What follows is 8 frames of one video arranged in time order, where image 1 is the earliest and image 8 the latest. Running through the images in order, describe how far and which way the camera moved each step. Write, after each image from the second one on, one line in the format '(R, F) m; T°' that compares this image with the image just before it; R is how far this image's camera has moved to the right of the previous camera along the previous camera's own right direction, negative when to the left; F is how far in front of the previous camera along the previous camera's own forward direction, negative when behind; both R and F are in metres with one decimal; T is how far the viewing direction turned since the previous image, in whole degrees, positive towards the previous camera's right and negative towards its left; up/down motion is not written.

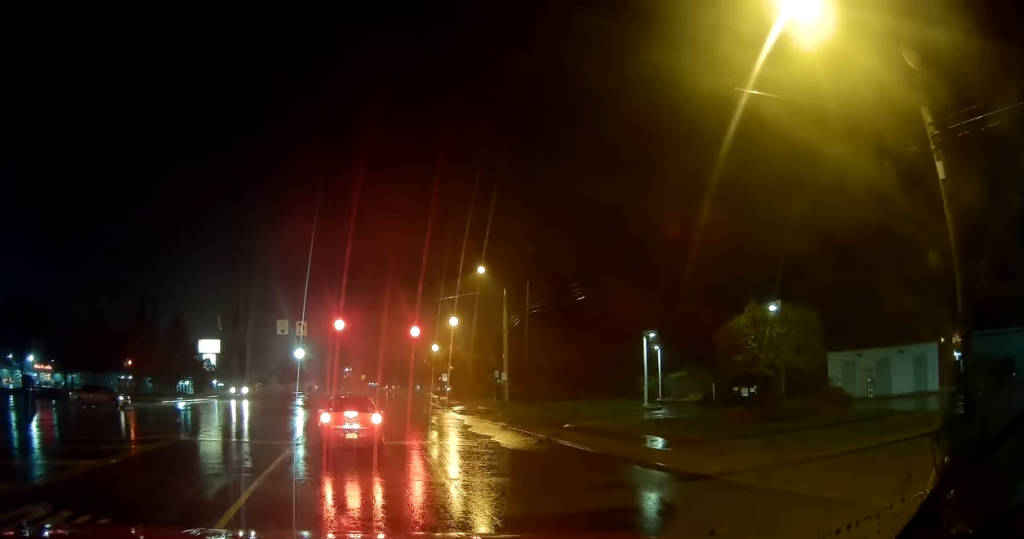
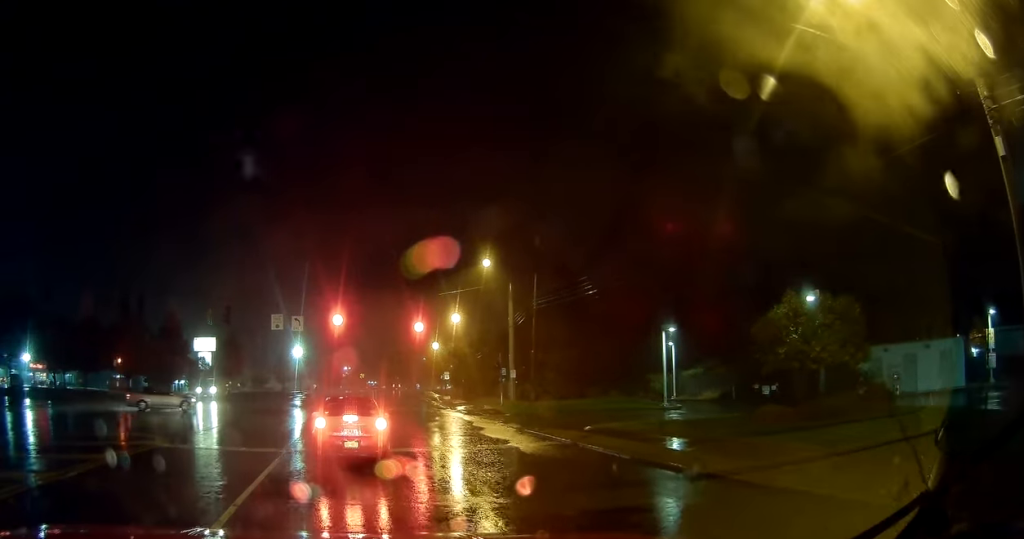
(-0.1, +2.4) m; +2°
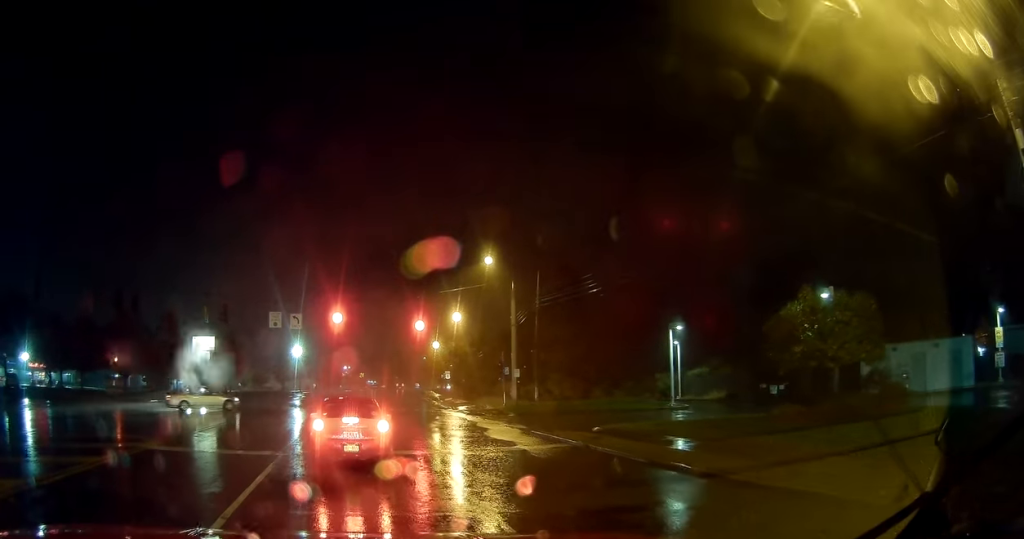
(0.0, +0.8) m; +3°
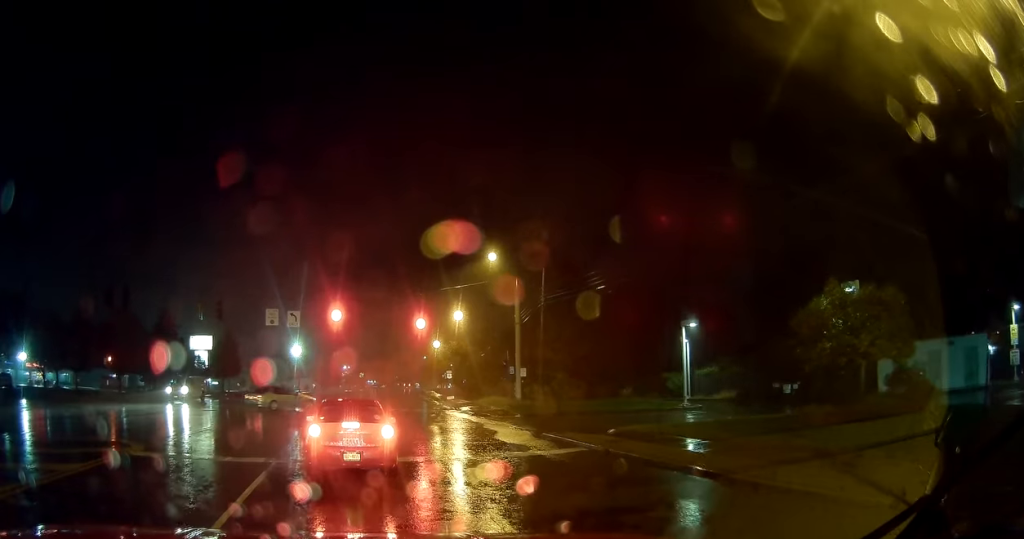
(0.0, +1.2) m; 0°
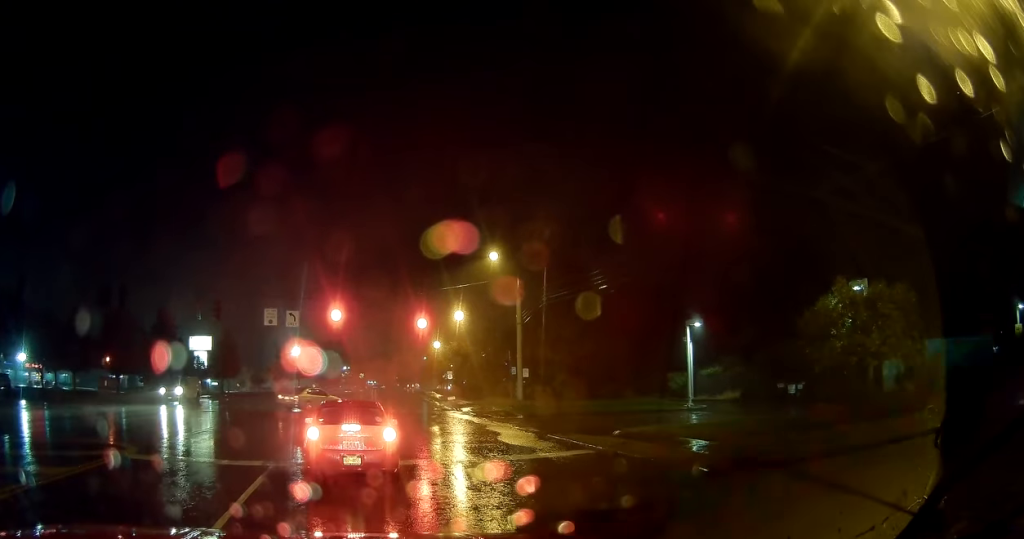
(-0.2, +0.3) m; 0°
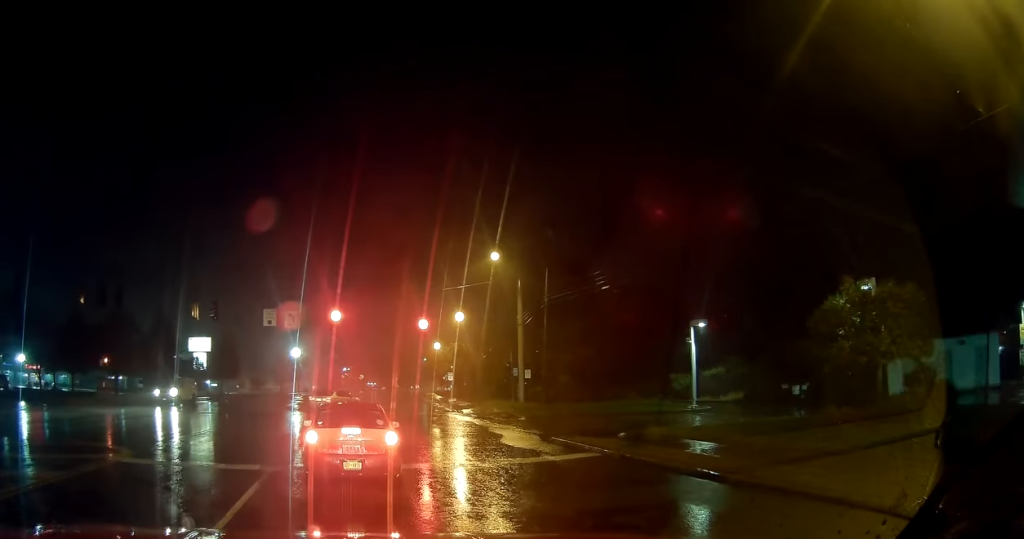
(-0.2, +0.4) m; 0°
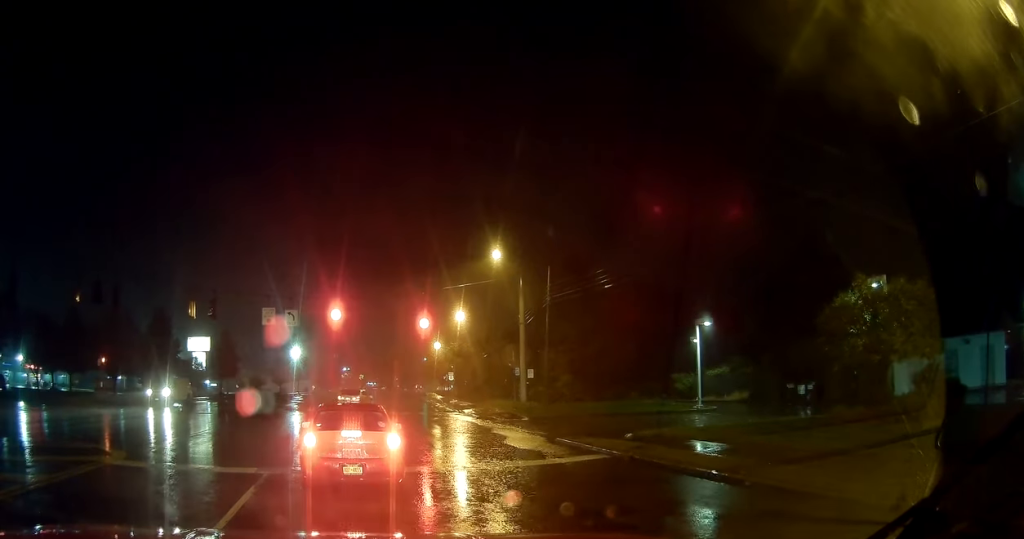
(+0.1, +0.3) m; 0°
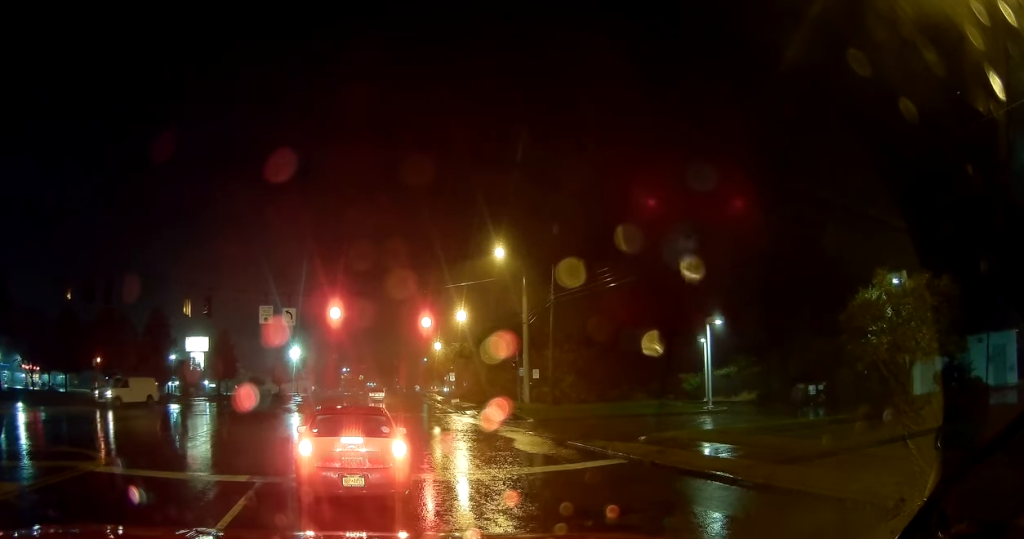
(0.0, +0.6) m; 0°
